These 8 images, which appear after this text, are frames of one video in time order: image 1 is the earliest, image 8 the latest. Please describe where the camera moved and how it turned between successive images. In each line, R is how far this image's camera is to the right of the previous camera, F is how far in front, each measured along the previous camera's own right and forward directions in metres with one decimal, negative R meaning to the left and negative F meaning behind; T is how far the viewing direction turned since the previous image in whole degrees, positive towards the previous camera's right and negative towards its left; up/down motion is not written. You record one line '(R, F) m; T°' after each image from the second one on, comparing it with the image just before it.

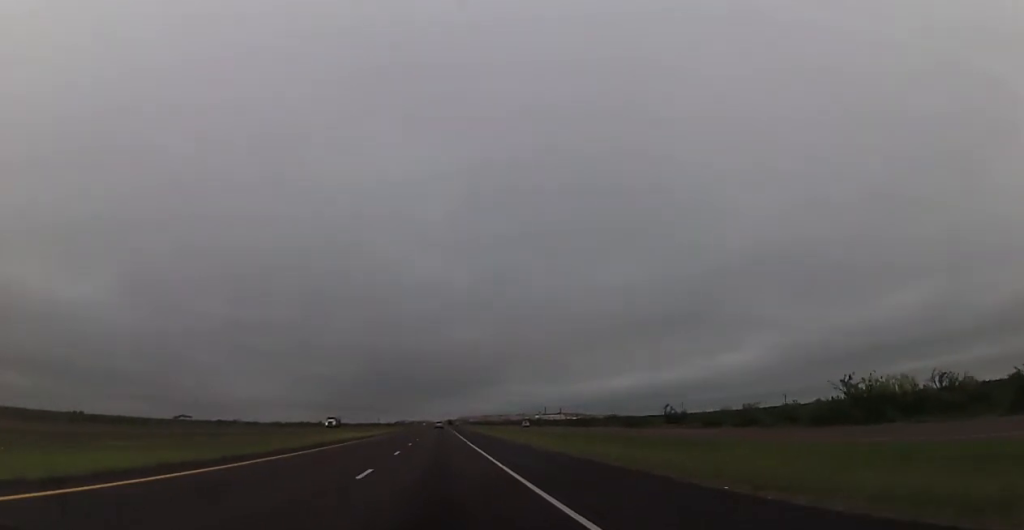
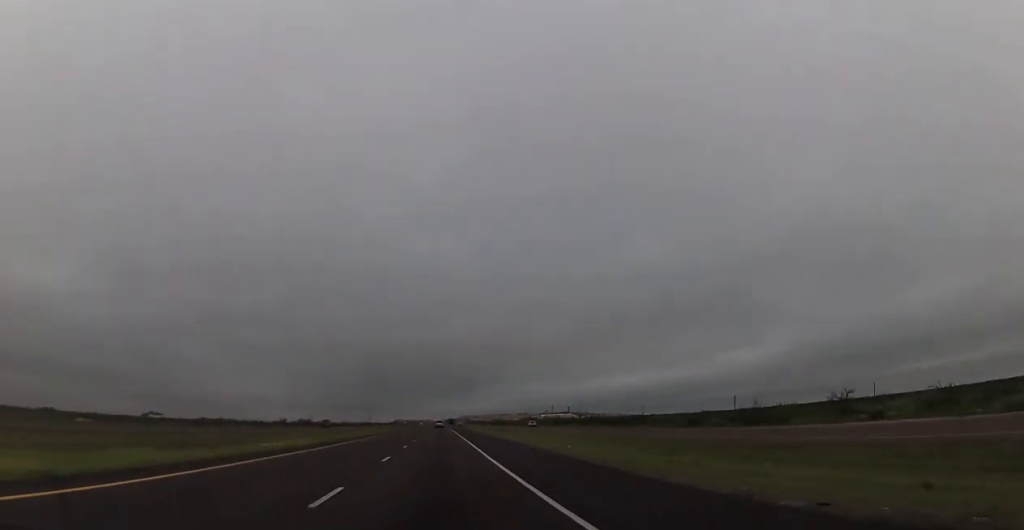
(+0.1, +90.1) m; 0°
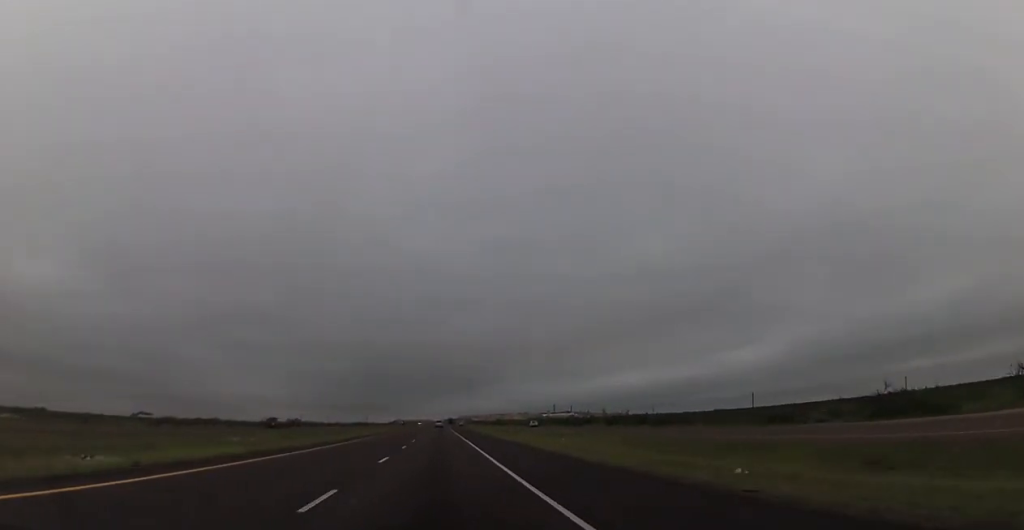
(0.0, +25.1) m; 0°
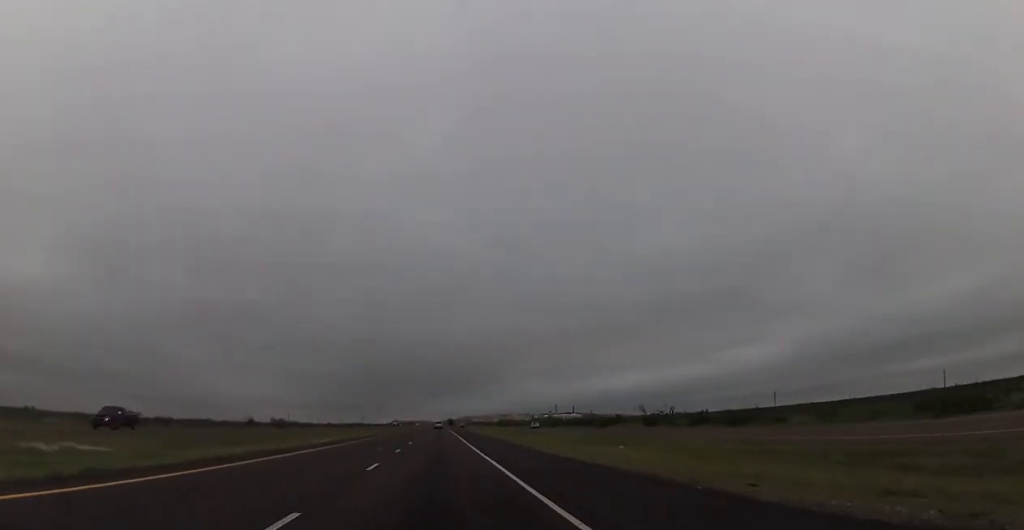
(0.0, +27.4) m; 0°
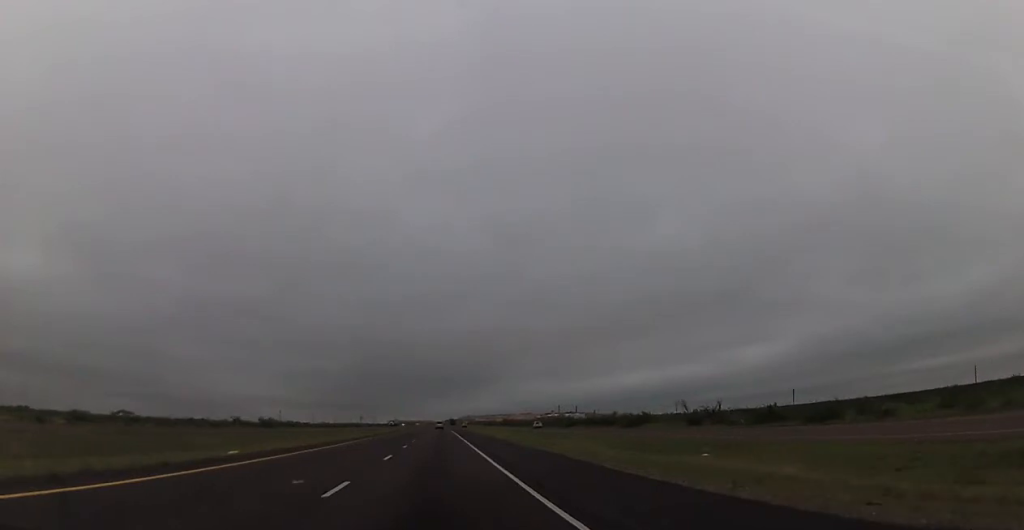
(-0.1, +19.0) m; 0°
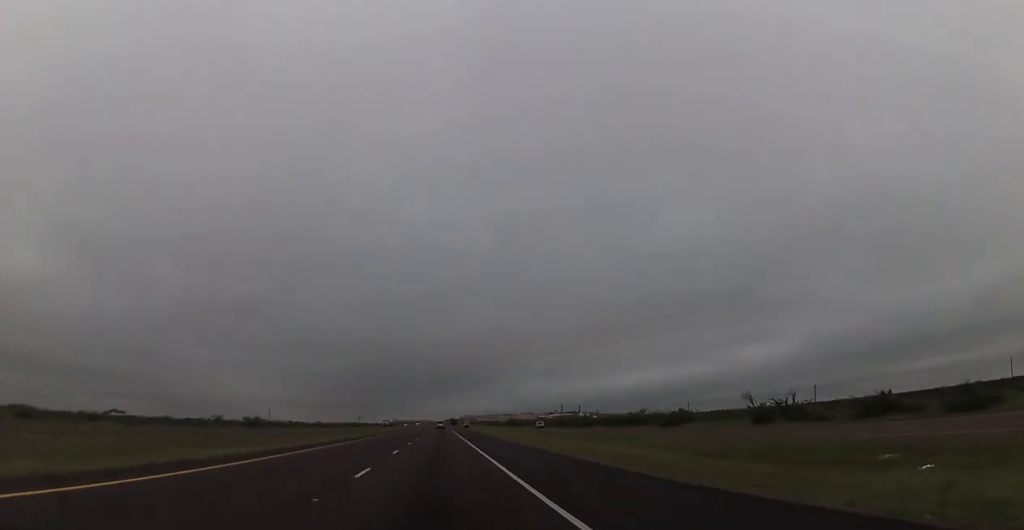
(0.0, +20.1) m; 0°
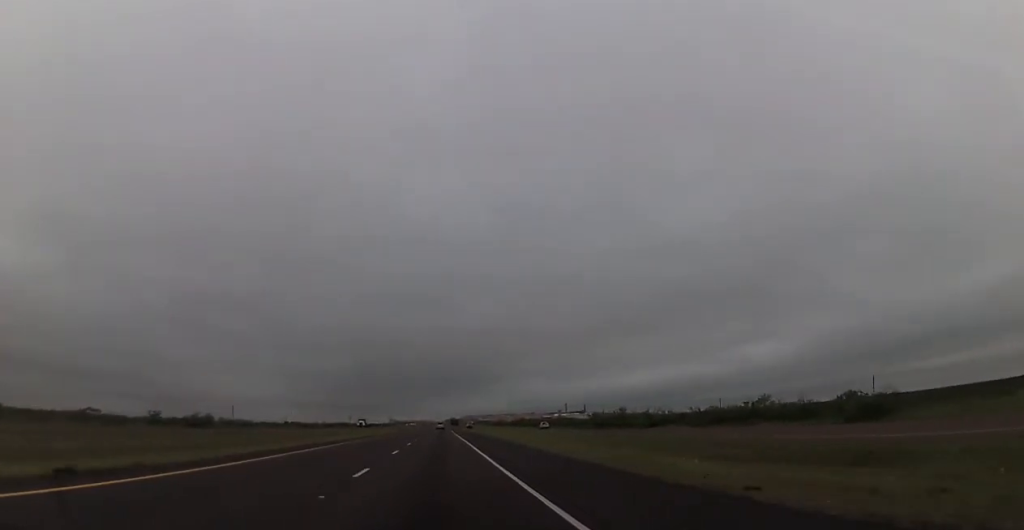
(+0.2, +48.6) m; 0°
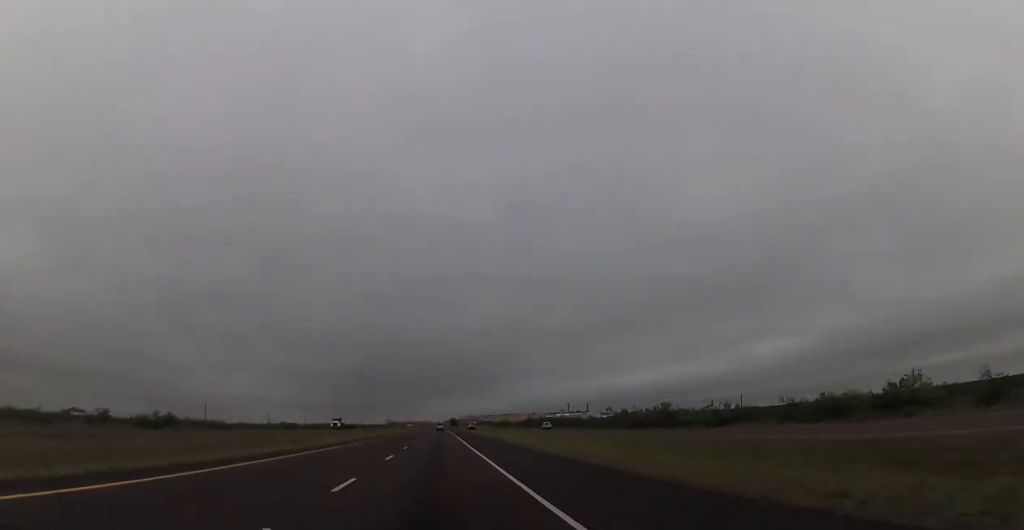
(0.0, +27.3) m; 0°
